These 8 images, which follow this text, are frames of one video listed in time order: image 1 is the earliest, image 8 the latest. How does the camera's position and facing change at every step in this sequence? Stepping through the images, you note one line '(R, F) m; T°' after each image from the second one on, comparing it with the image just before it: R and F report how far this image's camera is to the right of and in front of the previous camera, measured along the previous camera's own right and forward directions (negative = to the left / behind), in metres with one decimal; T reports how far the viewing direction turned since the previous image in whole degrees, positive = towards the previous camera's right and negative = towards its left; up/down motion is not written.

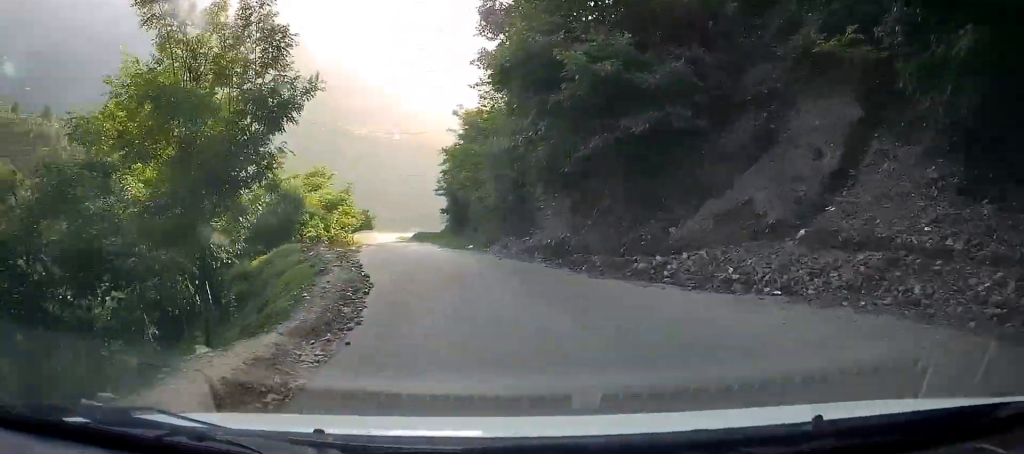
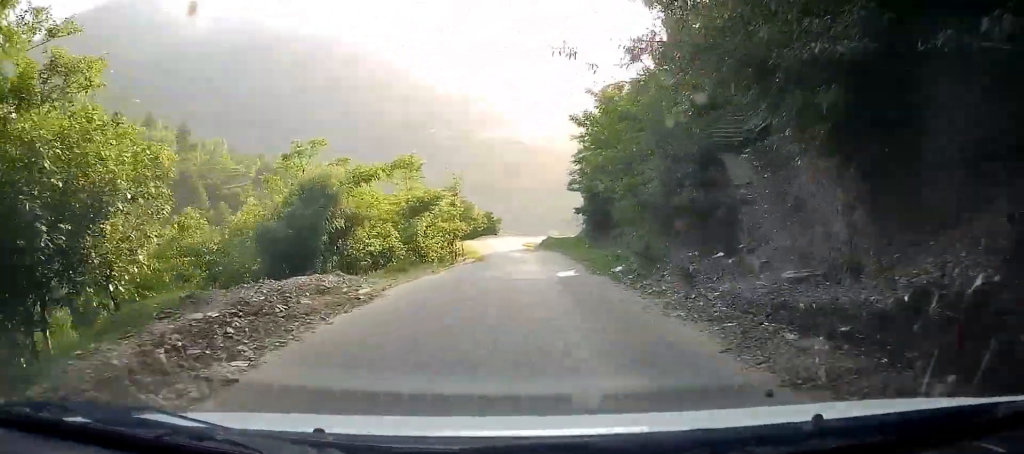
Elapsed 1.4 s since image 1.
(-2.6, +12.9) m; -8°
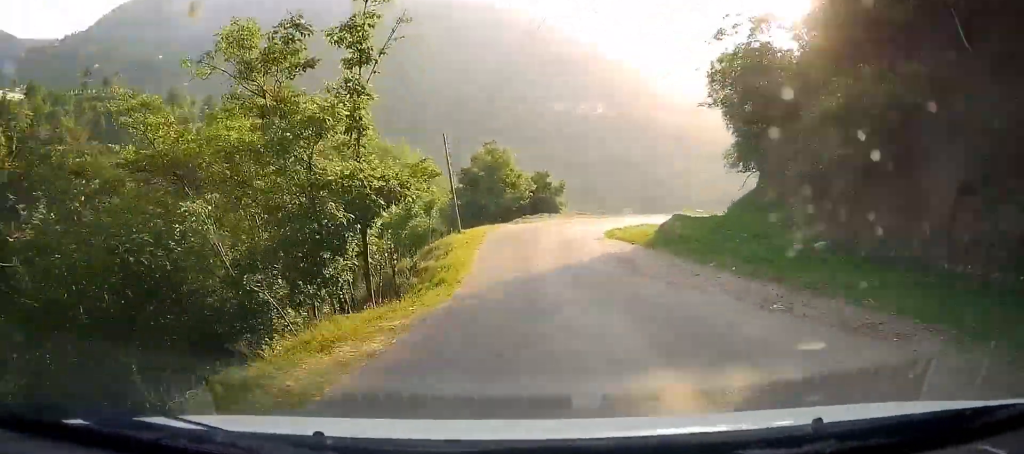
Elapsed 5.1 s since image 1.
(-1.8, +33.1) m; -6°
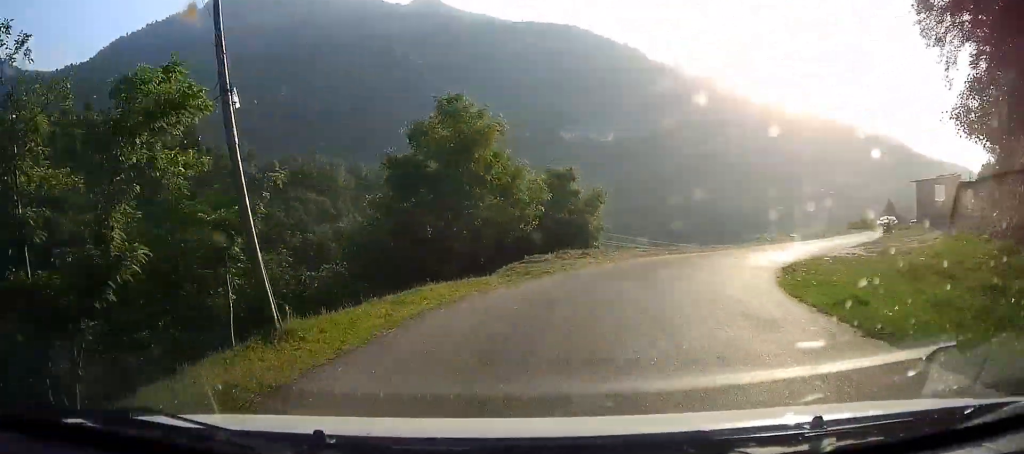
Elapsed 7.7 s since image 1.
(-1.7, +21.3) m; -4°
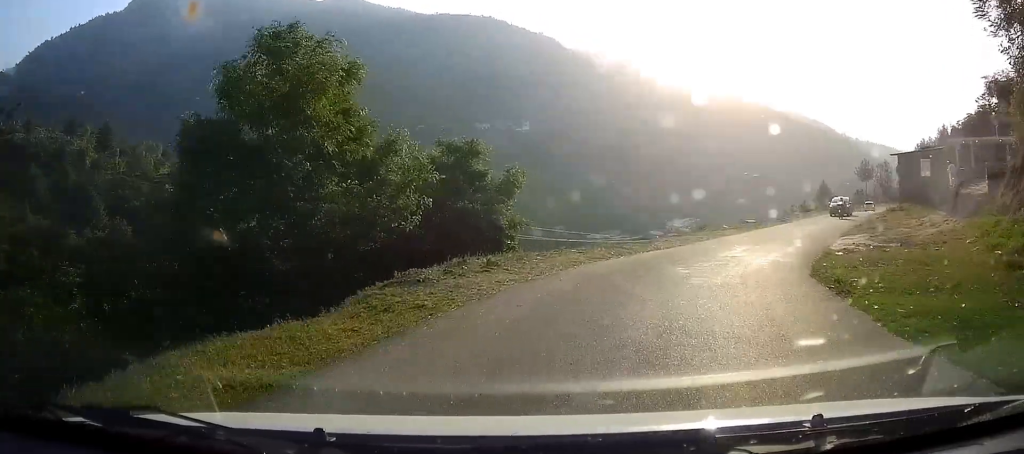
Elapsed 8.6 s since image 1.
(+0.3, +7.1) m; +5°
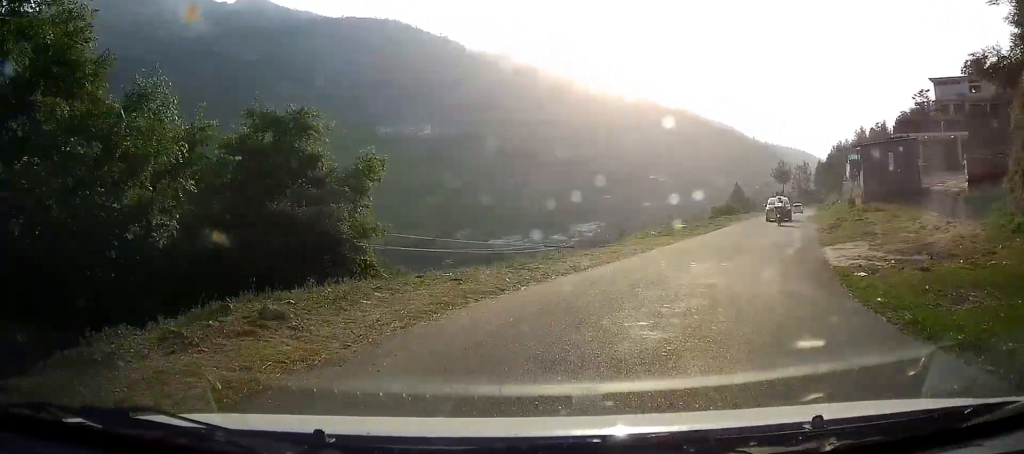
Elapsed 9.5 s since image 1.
(0.0, +6.6) m; +6°
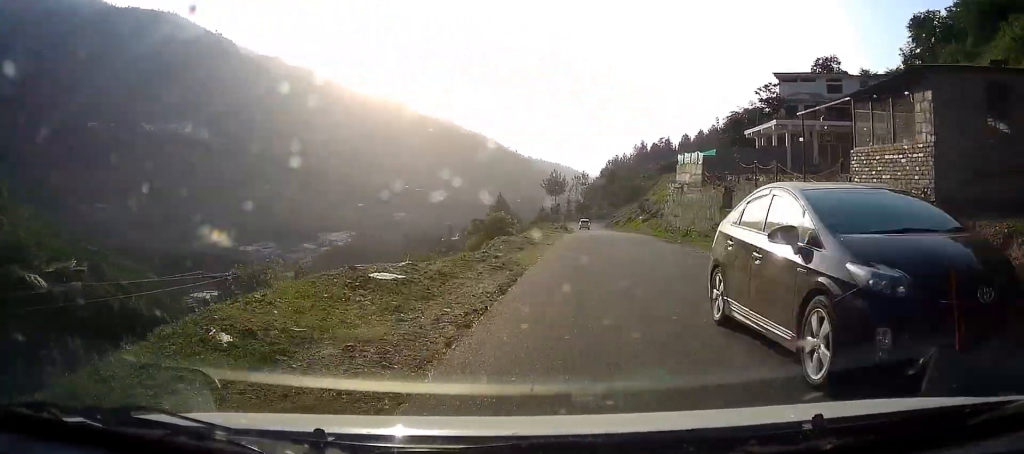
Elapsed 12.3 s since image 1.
(+4.7, +20.6) m; +25°
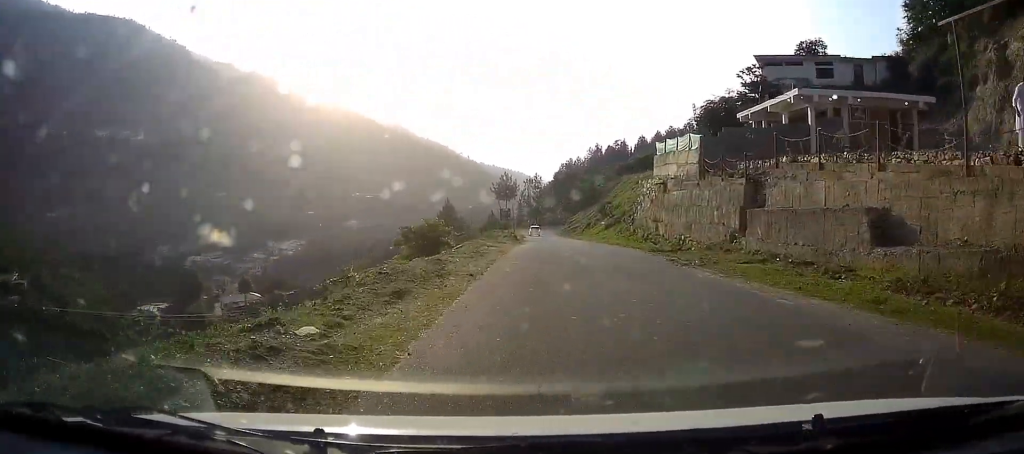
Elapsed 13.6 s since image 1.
(+1.2, +9.7) m; +7°
